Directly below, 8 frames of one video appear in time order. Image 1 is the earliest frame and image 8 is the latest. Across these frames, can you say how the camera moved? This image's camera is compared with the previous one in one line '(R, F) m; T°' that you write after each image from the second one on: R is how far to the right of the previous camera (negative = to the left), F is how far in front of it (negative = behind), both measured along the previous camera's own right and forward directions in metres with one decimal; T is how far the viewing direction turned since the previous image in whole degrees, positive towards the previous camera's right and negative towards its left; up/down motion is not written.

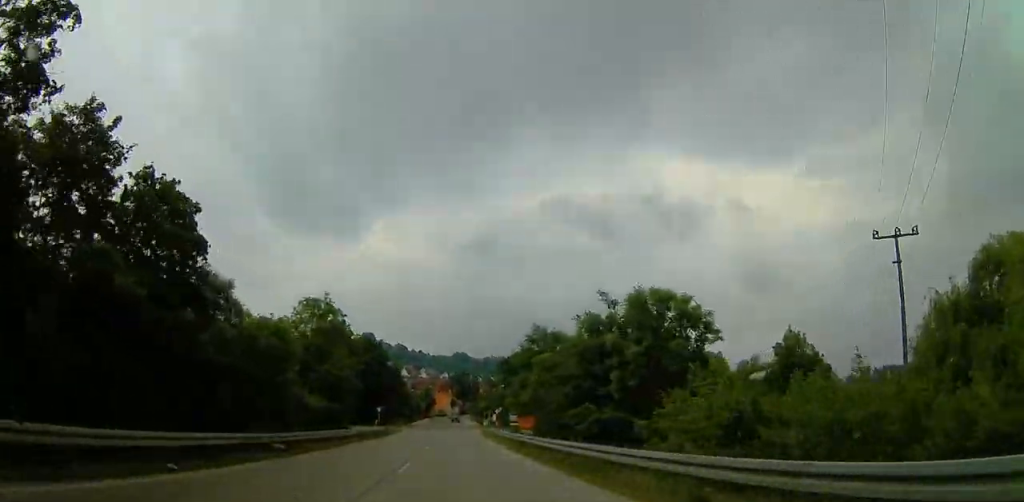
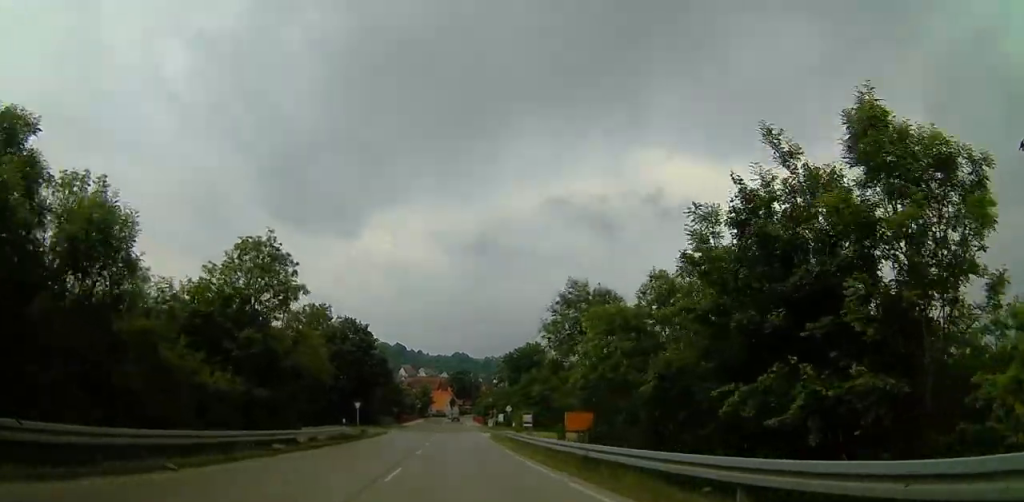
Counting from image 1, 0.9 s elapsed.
(+0.4, +15.9) m; +1°
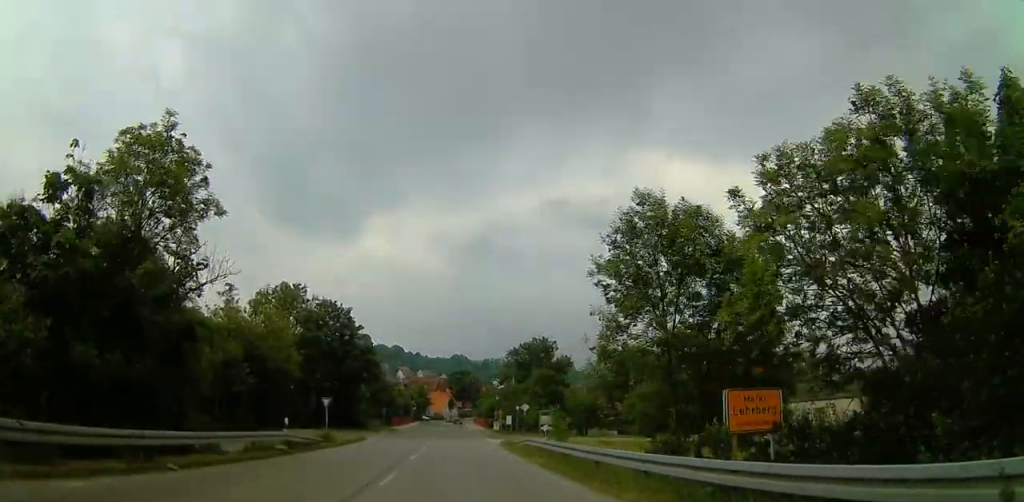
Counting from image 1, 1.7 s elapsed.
(0.0, +13.6) m; 0°
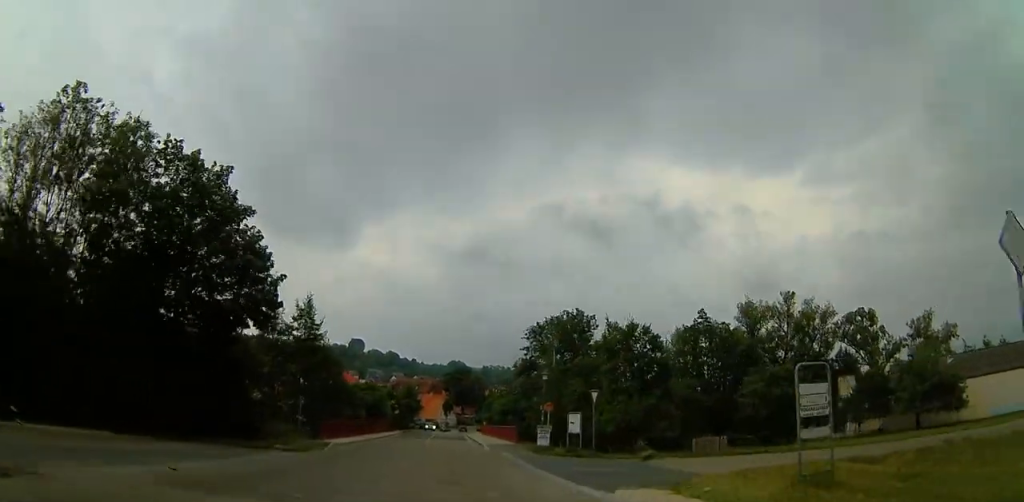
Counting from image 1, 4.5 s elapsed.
(-0.6, +39.5) m; -1°
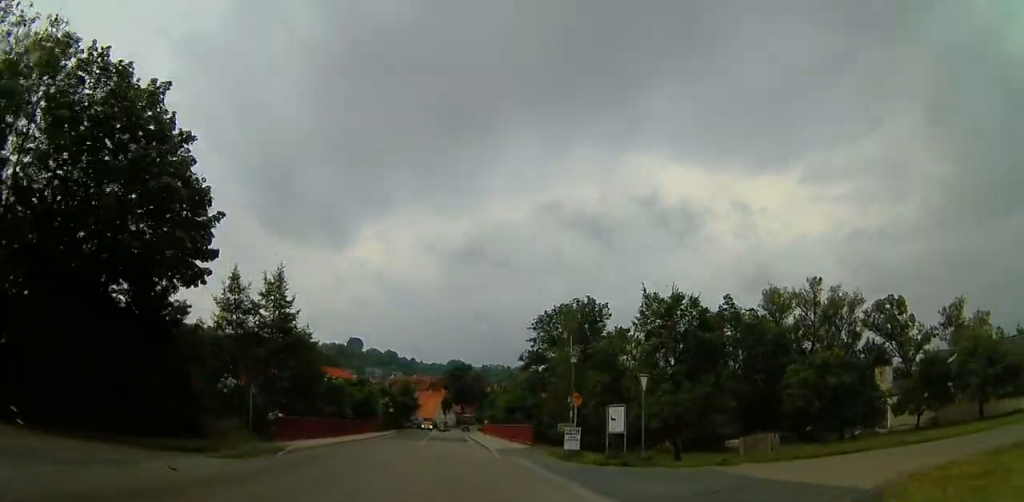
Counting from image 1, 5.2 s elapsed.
(+0.2, +8.1) m; -1°
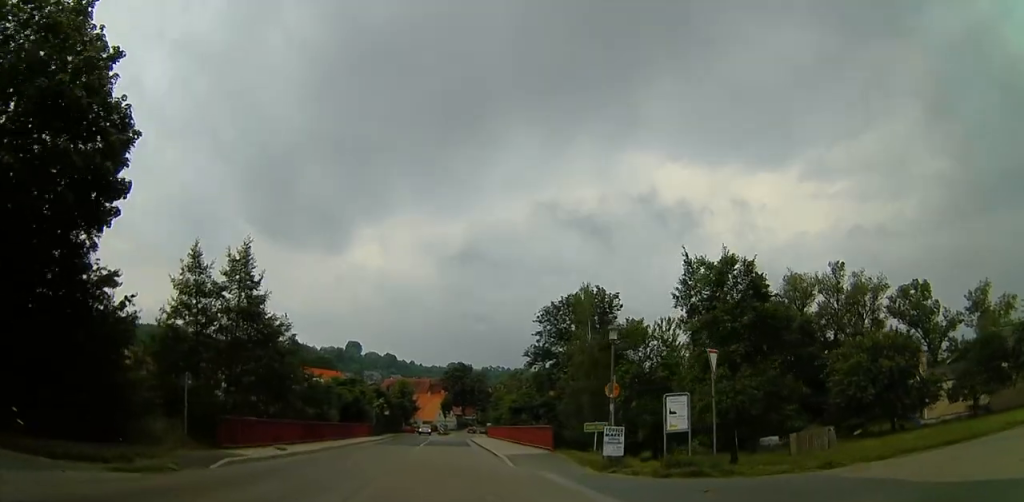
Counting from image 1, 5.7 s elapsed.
(-0.1, +6.3) m; -3°
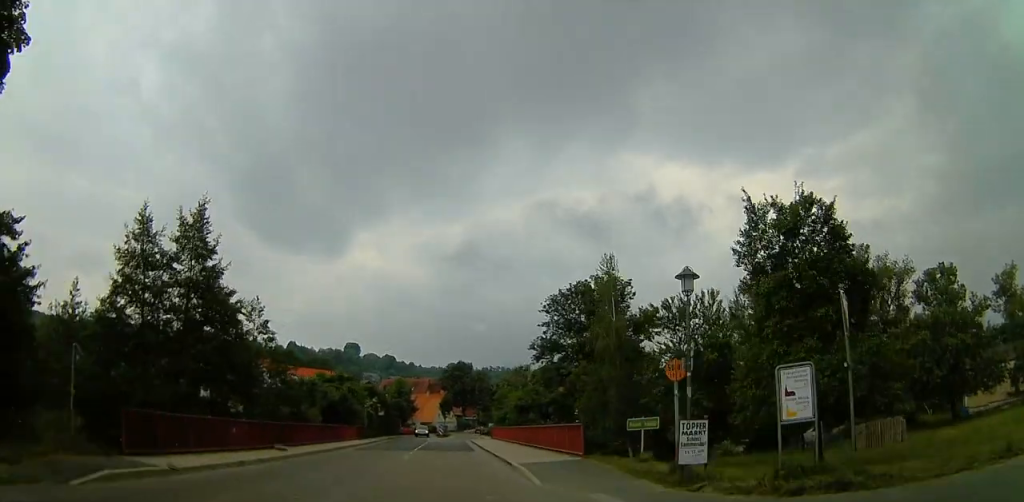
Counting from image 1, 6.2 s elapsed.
(-0.1, +6.3) m; -2°
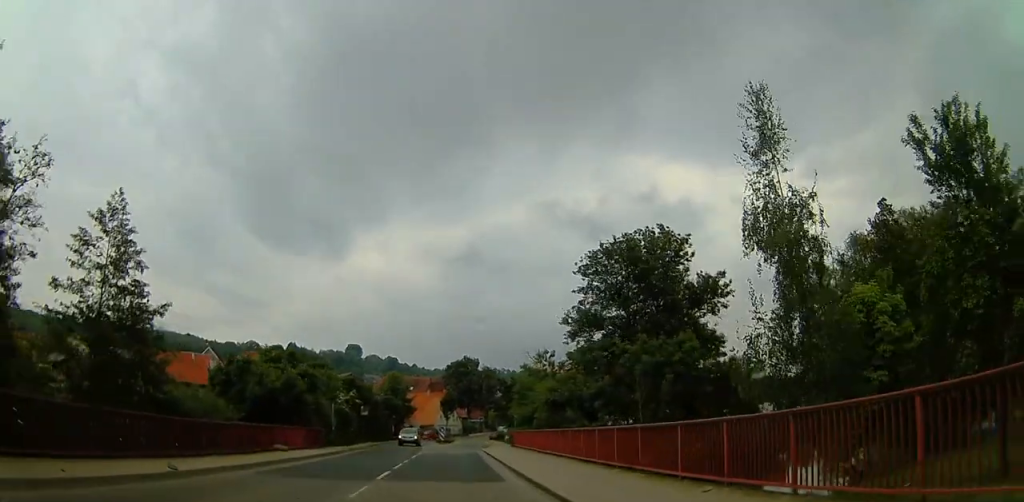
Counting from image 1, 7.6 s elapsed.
(-0.8, +18.0) m; 0°
